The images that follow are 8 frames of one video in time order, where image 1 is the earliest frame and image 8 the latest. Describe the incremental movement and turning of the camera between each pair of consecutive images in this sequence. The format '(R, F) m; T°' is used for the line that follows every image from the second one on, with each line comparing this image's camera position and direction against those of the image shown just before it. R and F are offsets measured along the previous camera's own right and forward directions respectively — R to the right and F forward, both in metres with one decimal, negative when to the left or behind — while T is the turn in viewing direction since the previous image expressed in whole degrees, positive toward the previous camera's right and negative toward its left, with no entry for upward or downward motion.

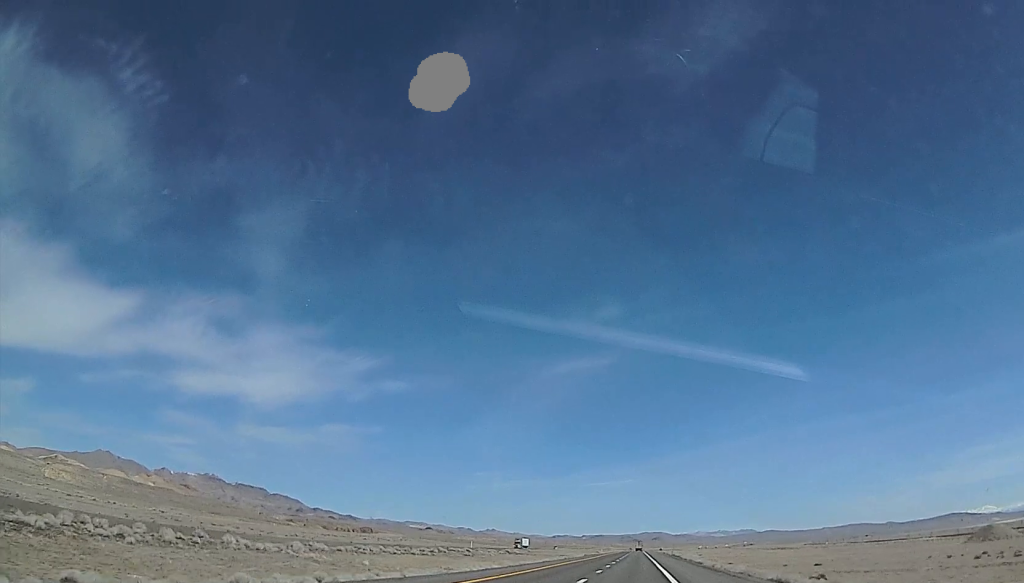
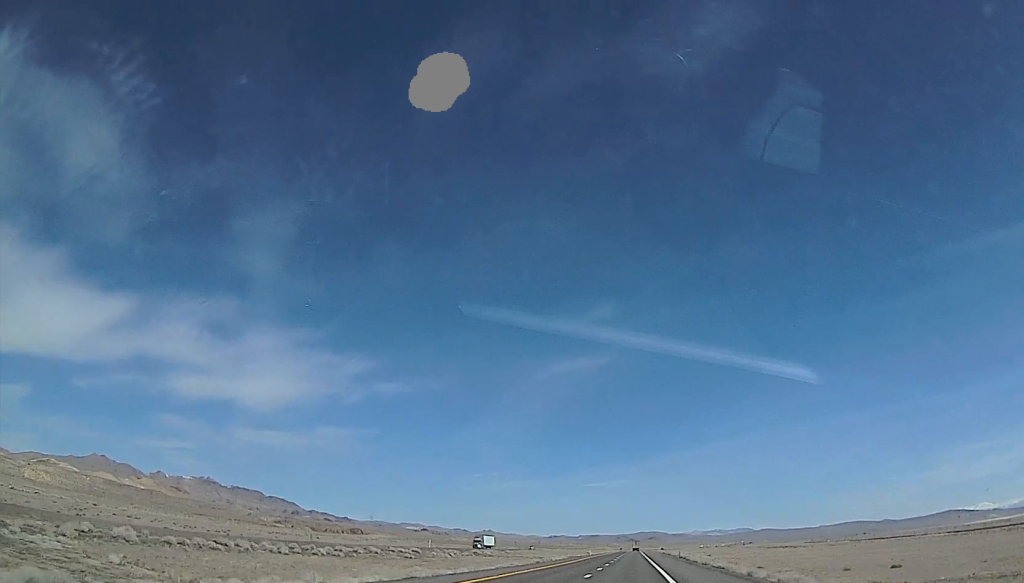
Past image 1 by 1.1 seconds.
(0.0, +32.0) m; 0°
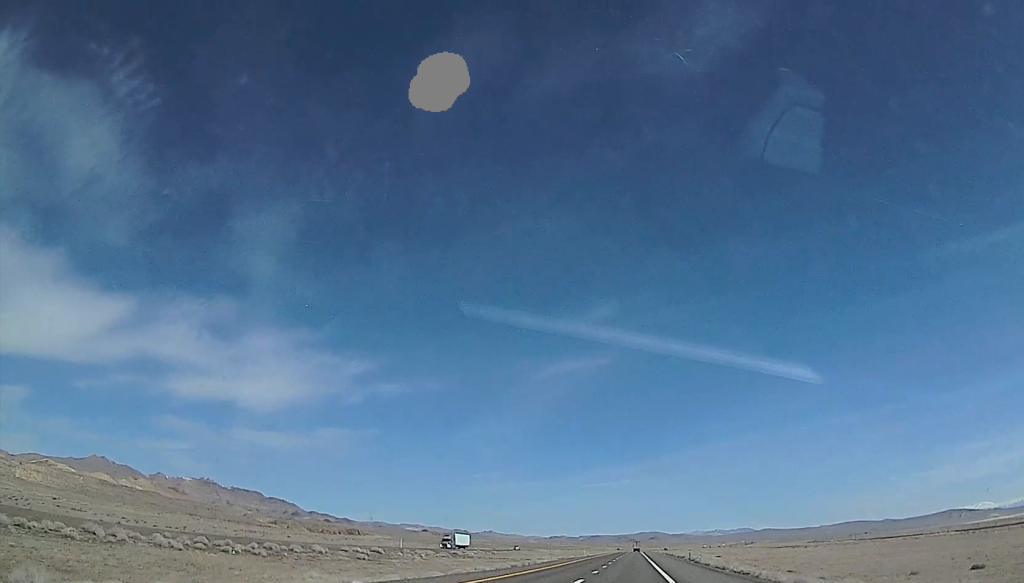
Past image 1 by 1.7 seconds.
(0.0, +17.4) m; 0°
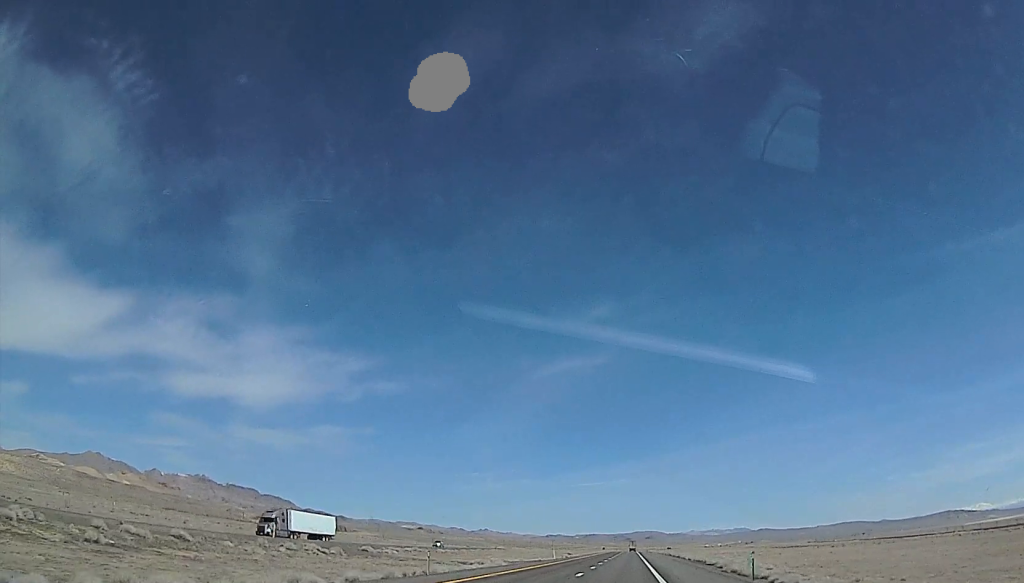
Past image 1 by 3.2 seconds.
(0.0, +43.4) m; 0°
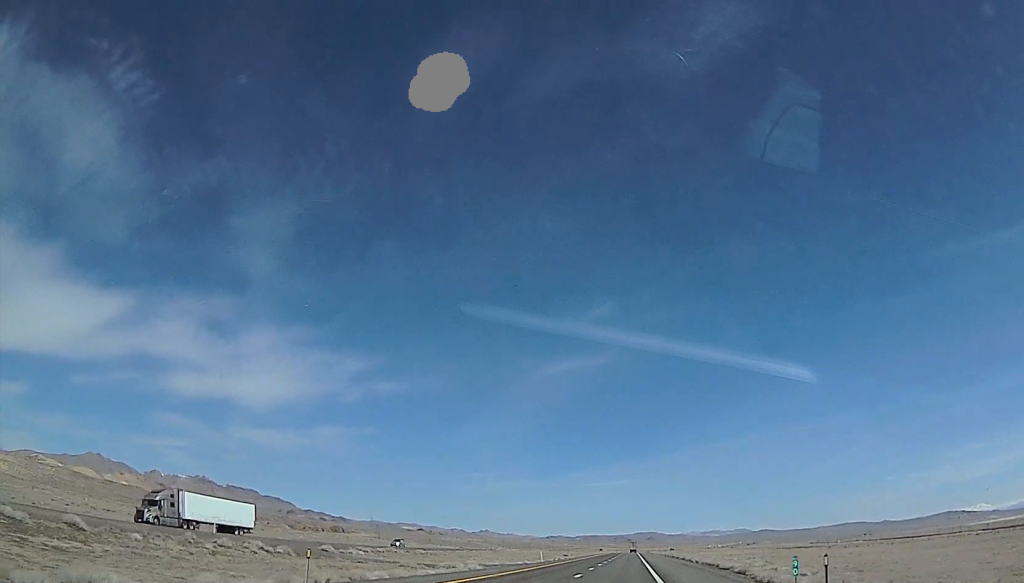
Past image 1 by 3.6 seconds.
(0.0, +12.5) m; 0°
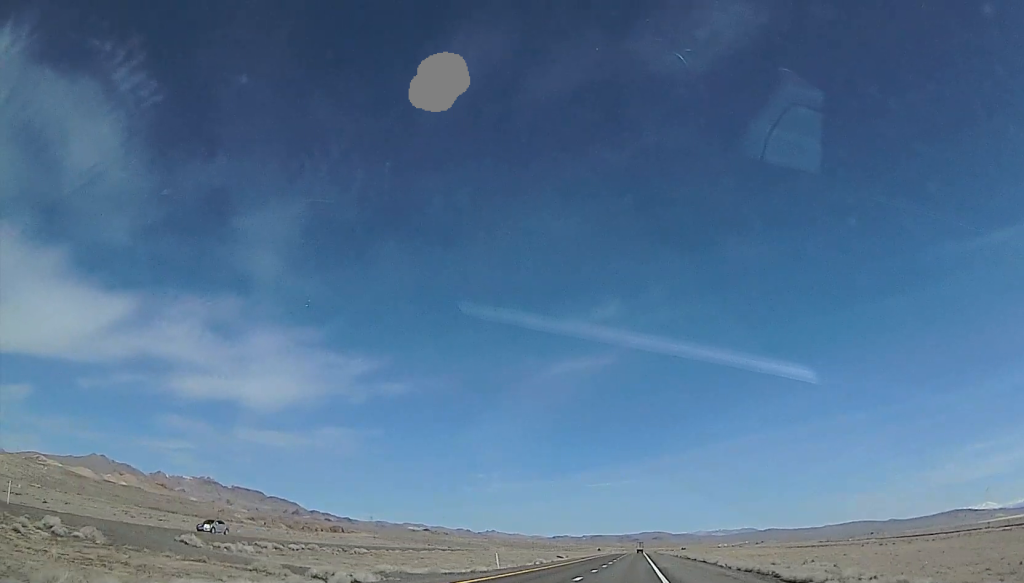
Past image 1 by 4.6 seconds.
(0.0, +28.0) m; 0°
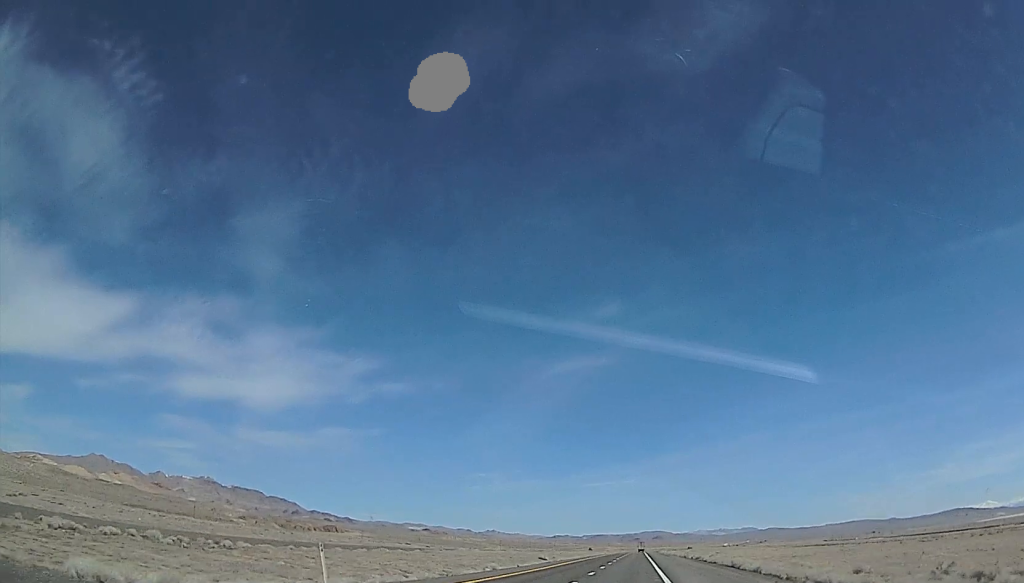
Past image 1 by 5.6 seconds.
(0.0, +29.0) m; 0°
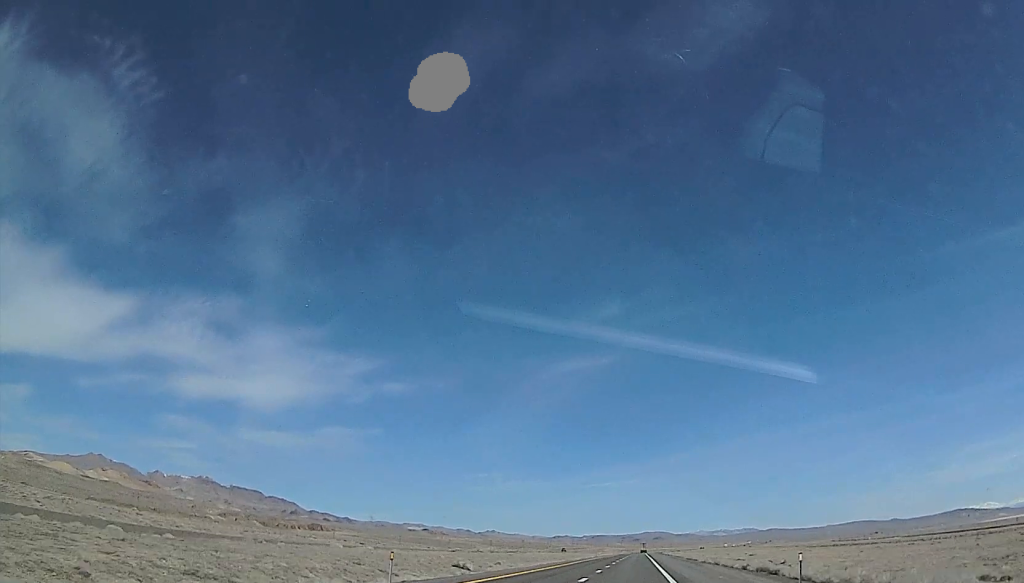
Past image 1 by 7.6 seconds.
(0.0, +58.1) m; 0°
